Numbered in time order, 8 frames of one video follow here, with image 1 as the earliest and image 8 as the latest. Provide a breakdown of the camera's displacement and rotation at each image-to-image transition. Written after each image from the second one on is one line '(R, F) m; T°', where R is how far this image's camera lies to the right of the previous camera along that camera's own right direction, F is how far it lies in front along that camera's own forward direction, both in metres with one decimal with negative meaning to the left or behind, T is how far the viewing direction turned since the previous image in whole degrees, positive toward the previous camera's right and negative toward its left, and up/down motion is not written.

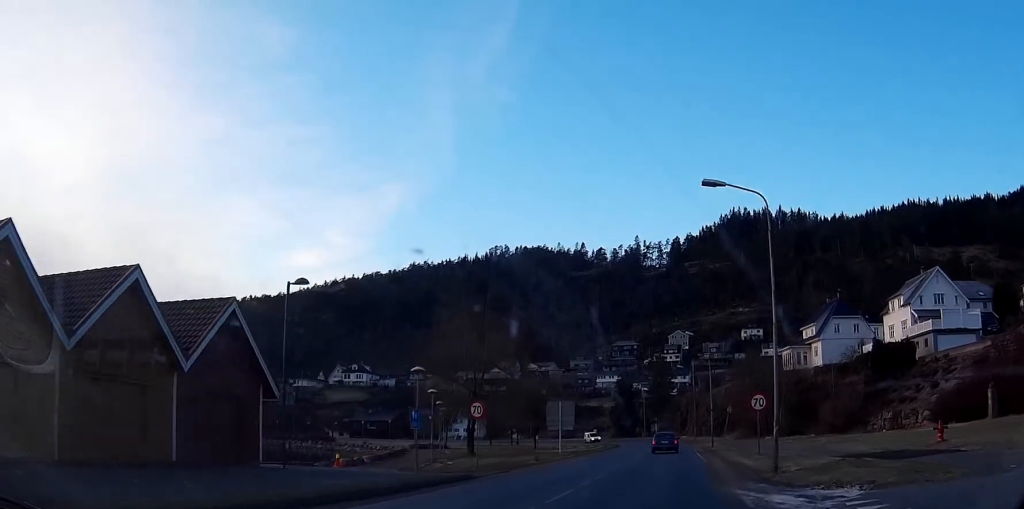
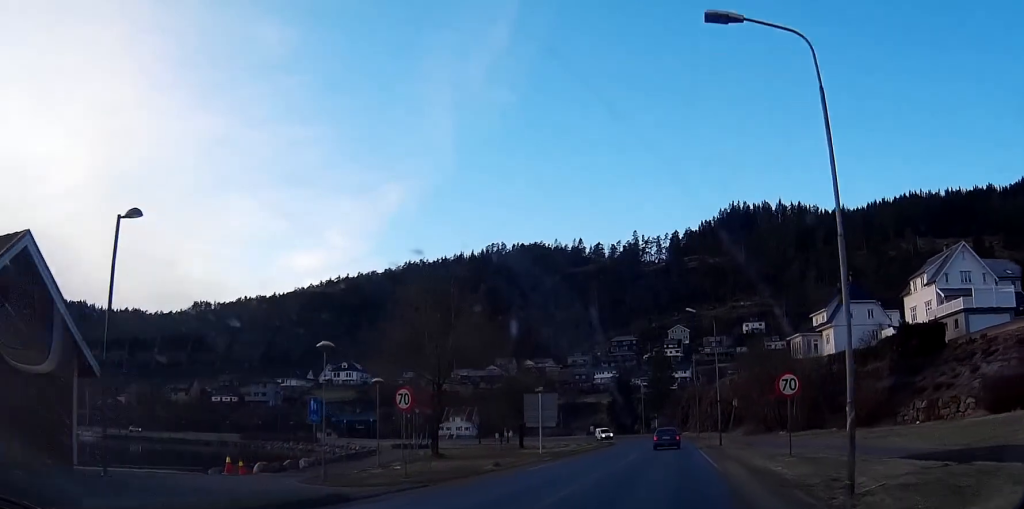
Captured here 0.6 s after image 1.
(+0.1, +9.5) m; 0°
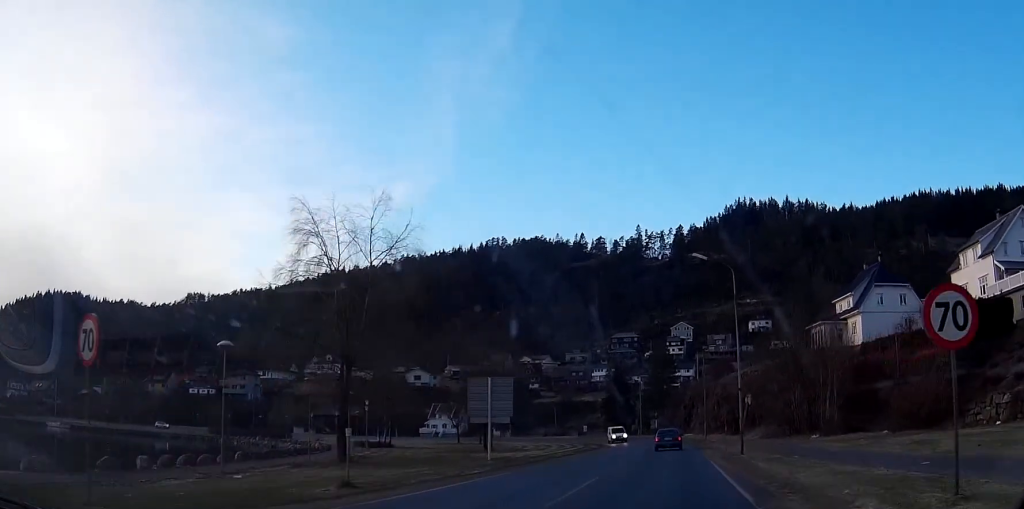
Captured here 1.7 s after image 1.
(-0.1, +15.4) m; 0°
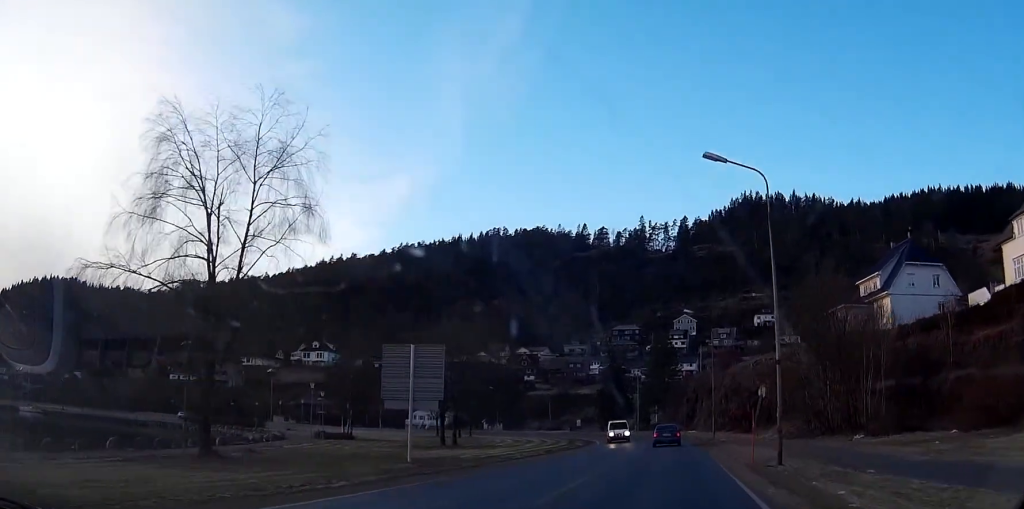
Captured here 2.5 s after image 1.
(+0.1, +12.2) m; +1°
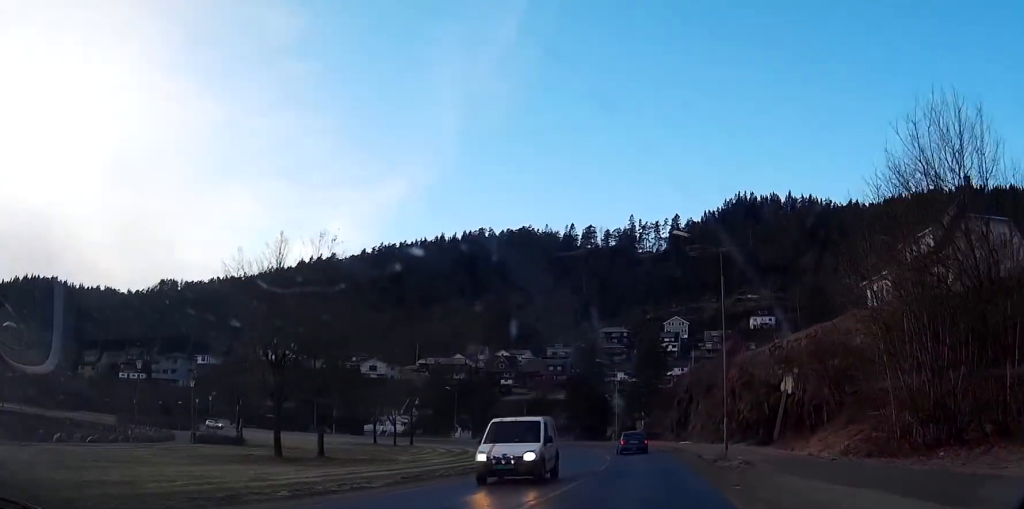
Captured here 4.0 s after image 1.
(+0.3, +21.8) m; +1°
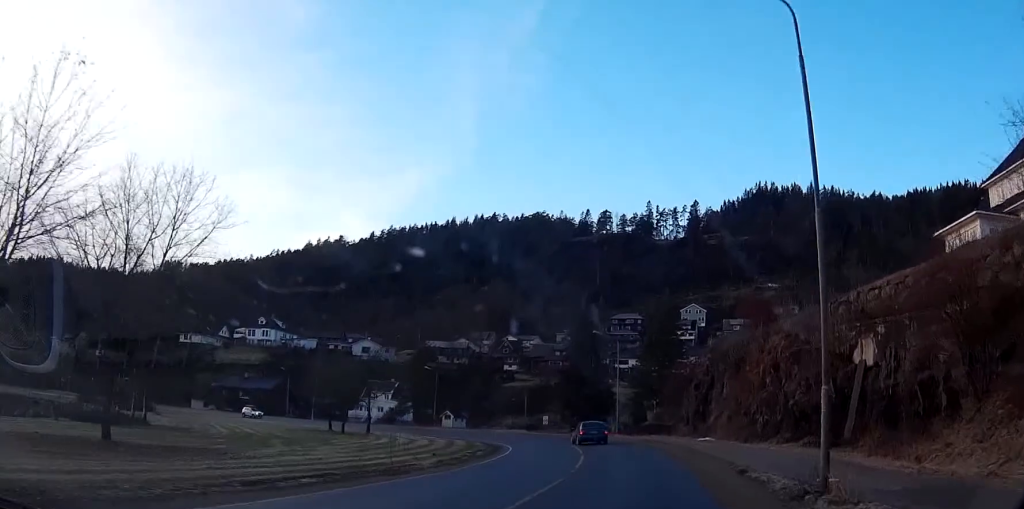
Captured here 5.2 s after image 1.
(-0.1, +17.3) m; -1°
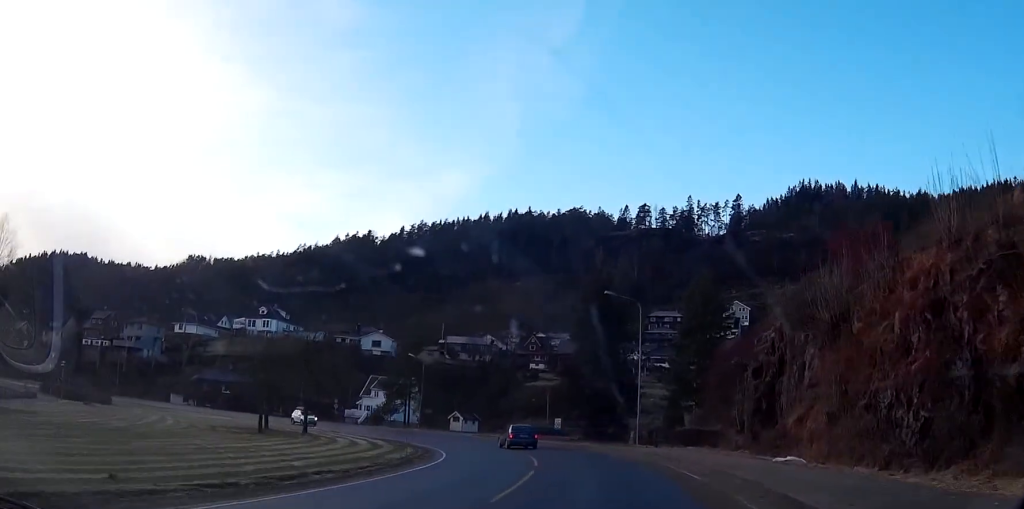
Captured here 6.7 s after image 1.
(-0.2, +20.8) m; -3°
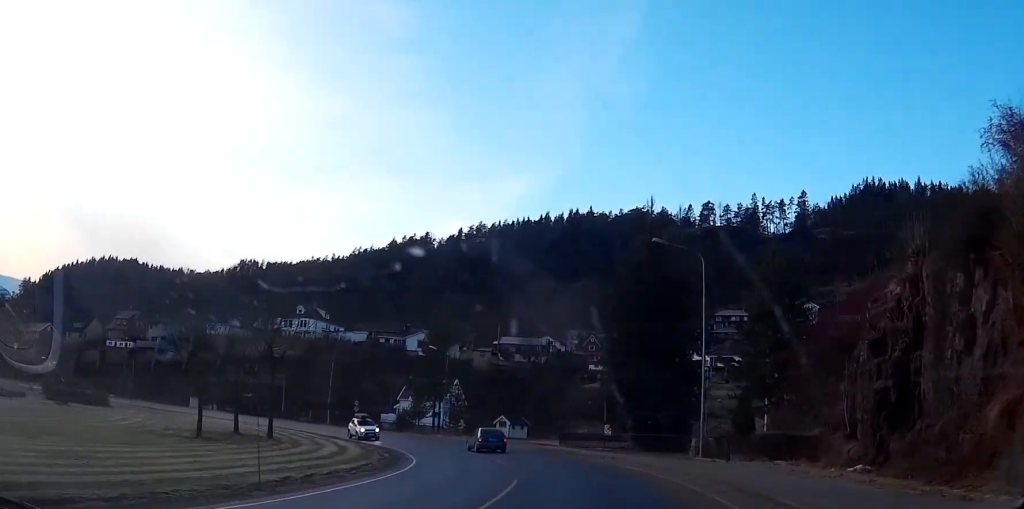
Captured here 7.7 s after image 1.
(-0.6, +13.6) m; -6°
